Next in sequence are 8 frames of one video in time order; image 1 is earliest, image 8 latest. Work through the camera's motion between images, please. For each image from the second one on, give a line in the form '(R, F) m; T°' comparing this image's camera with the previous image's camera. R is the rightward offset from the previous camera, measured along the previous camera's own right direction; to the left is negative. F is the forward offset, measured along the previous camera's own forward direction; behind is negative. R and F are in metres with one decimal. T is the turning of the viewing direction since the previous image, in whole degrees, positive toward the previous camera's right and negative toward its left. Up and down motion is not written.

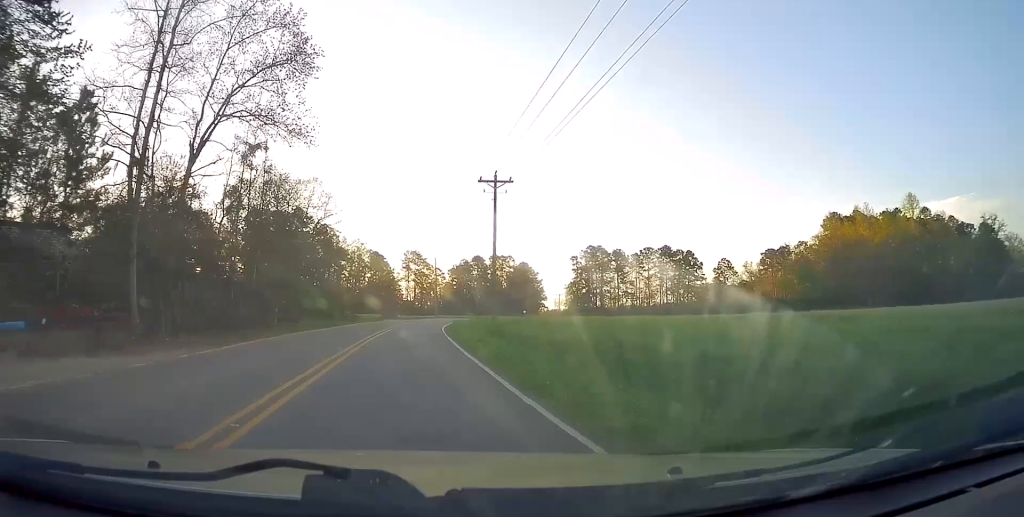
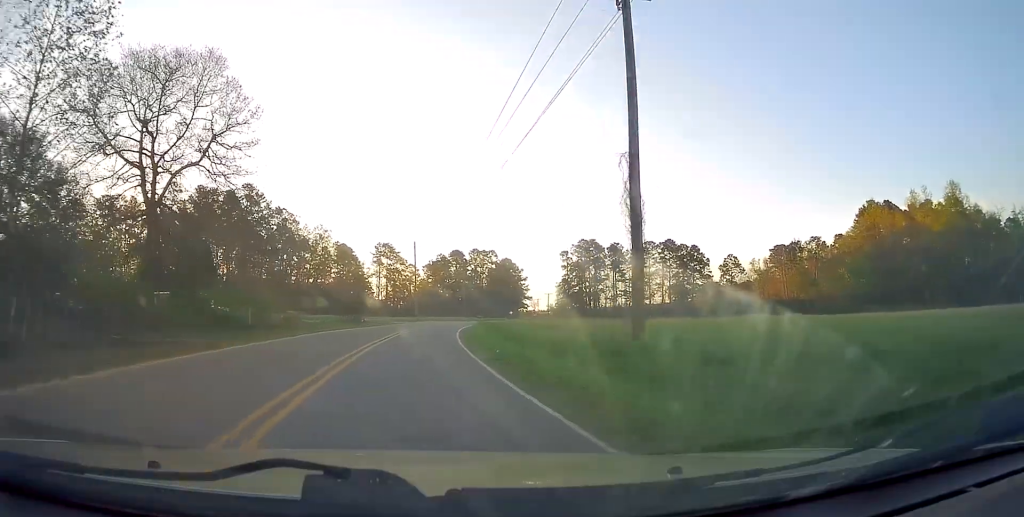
(0.0, +27.2) m; +1°
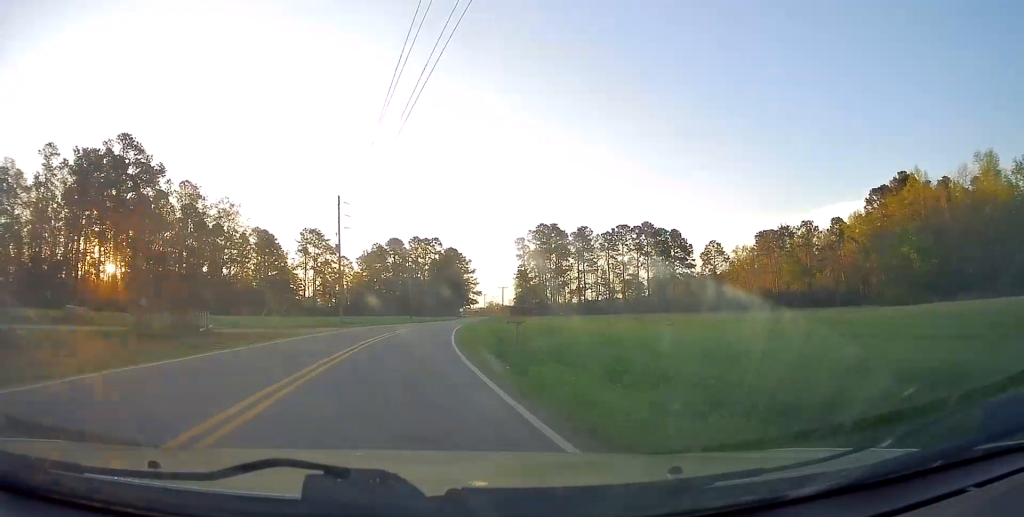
(+1.1, +30.9) m; +3°
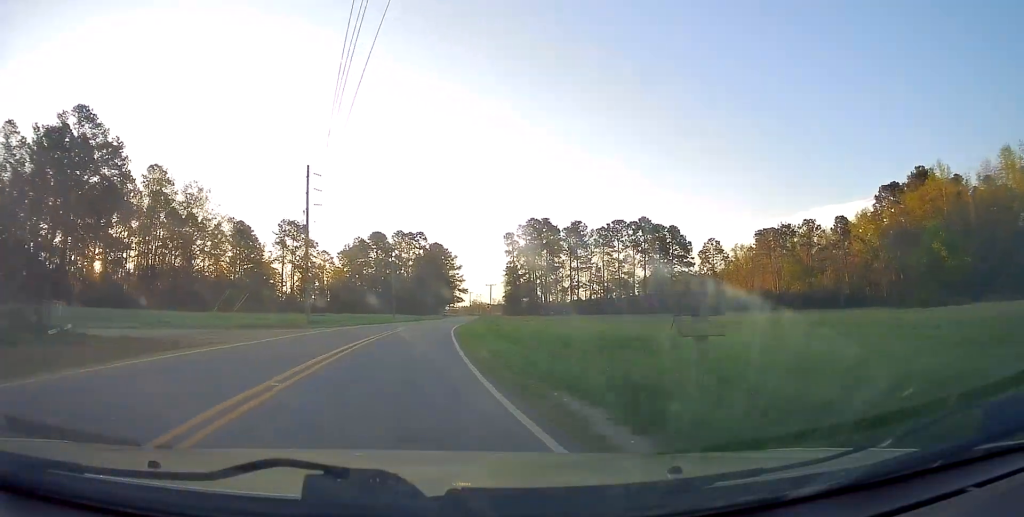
(+0.1, +10.8) m; +2°
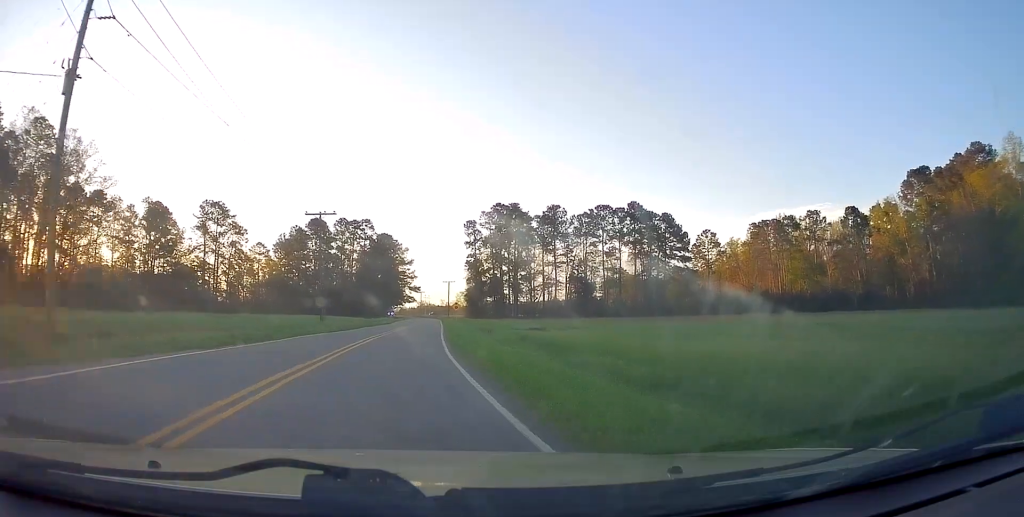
(+1.4, +29.5) m; +6°
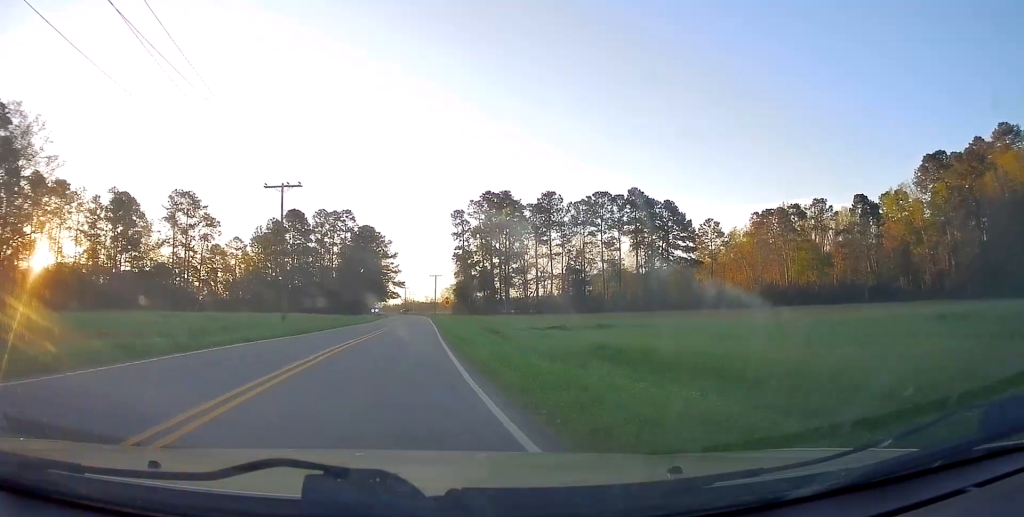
(+0.2, +9.9) m; +2°
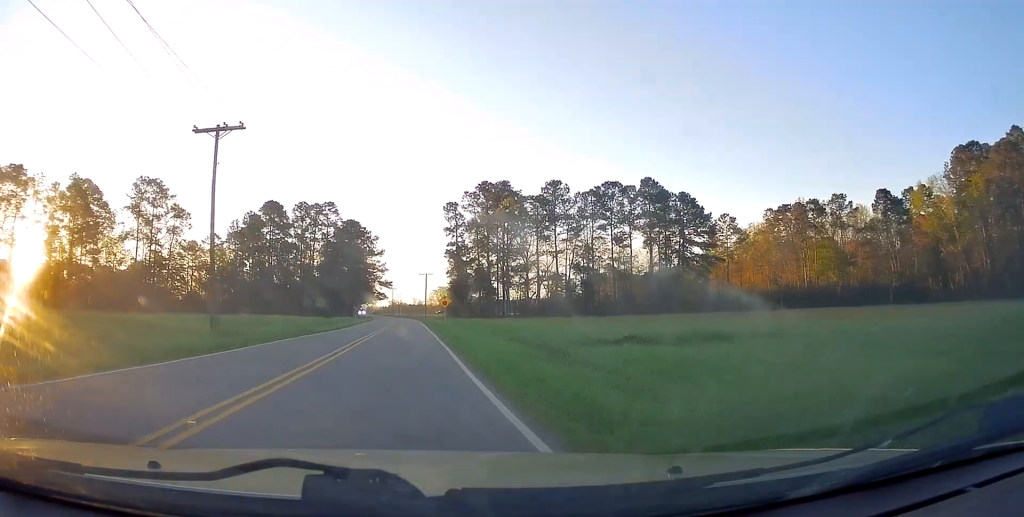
(+0.3, +12.8) m; +2°
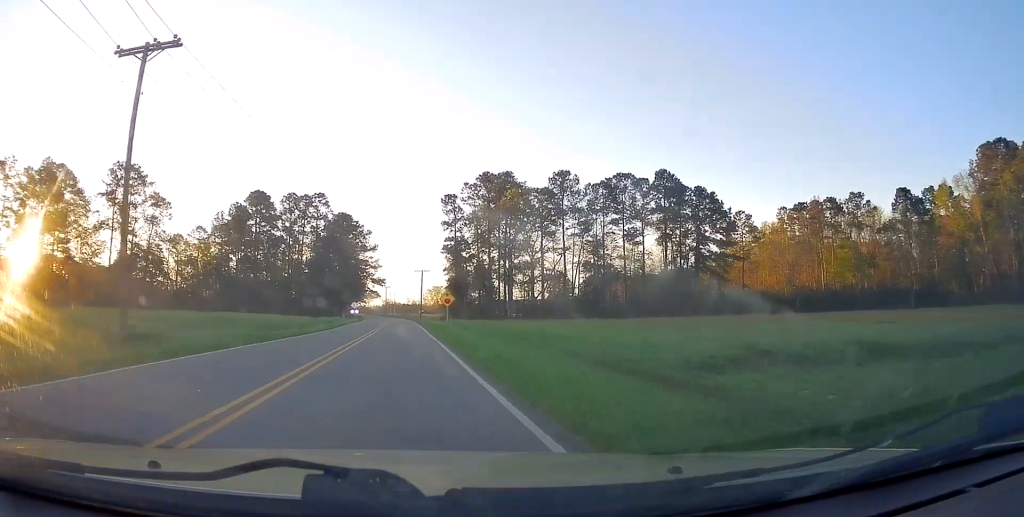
(0.0, +8.5) m; +1°
